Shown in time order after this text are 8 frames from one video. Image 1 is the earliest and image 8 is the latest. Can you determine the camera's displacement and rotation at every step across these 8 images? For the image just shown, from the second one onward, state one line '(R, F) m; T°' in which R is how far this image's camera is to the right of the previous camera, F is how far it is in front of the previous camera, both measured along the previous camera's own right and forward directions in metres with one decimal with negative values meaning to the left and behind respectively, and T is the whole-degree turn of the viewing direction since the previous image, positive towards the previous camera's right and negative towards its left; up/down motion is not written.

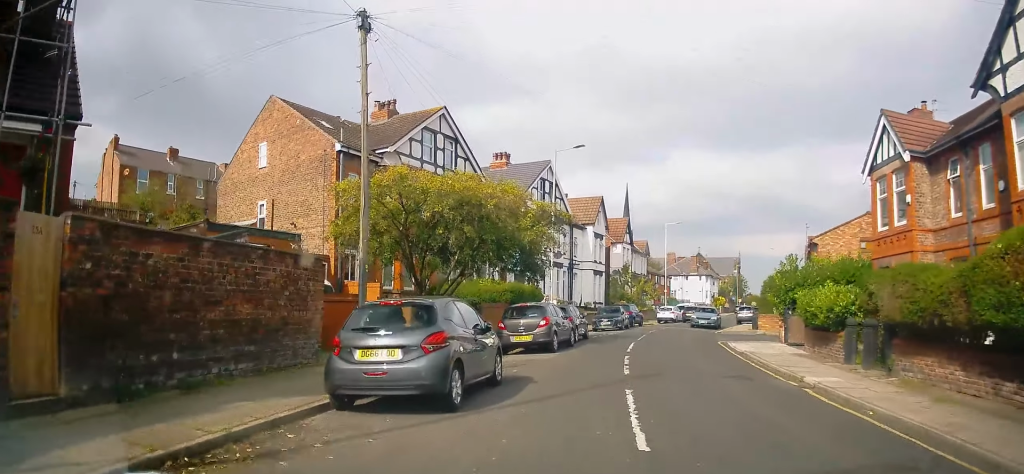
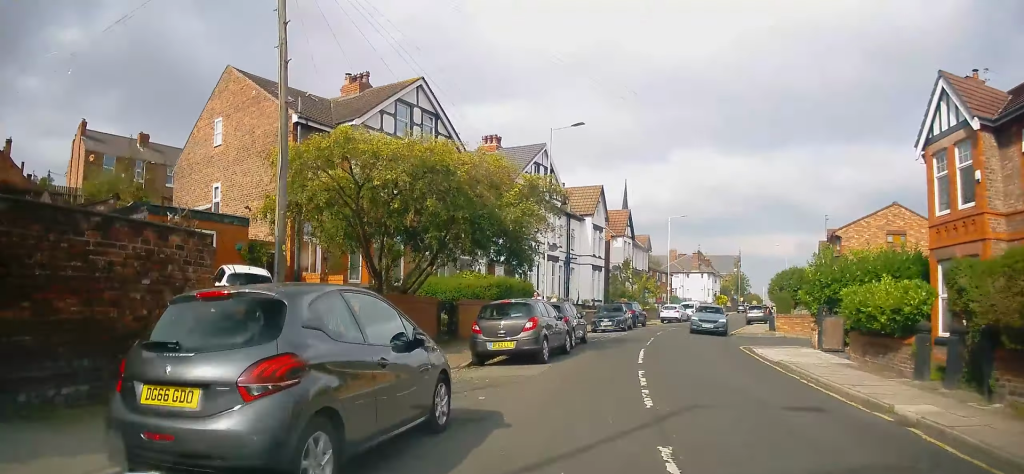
(-0.1, +3.8) m; -1°
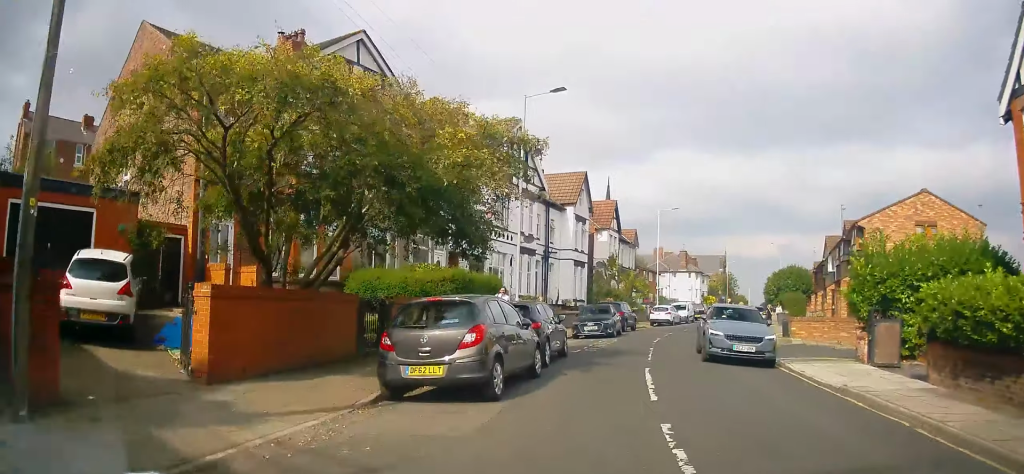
(-0.1, +5.0) m; 0°
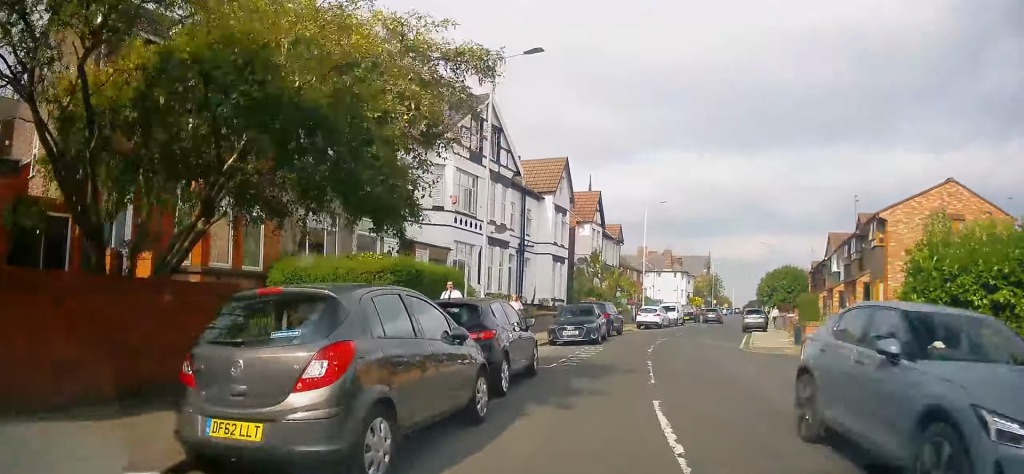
(-0.1, +4.1) m; +2°
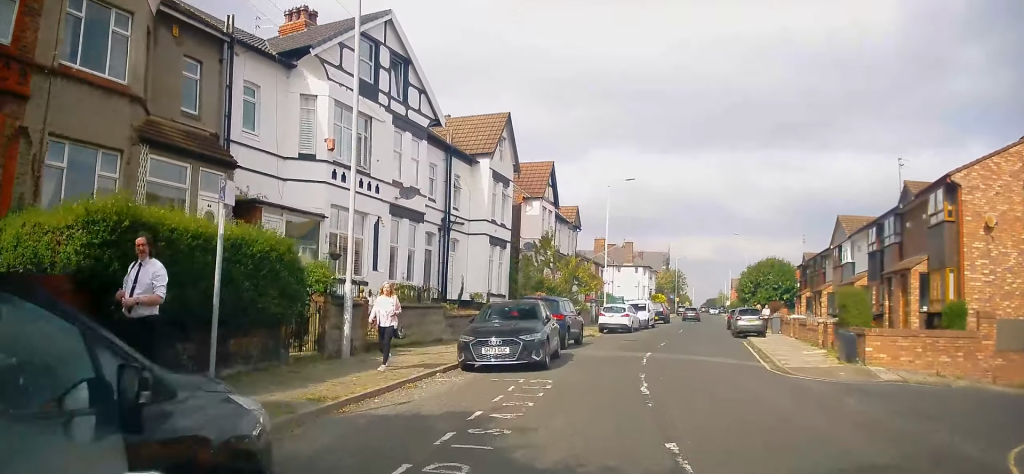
(+0.4, +8.7) m; +5°
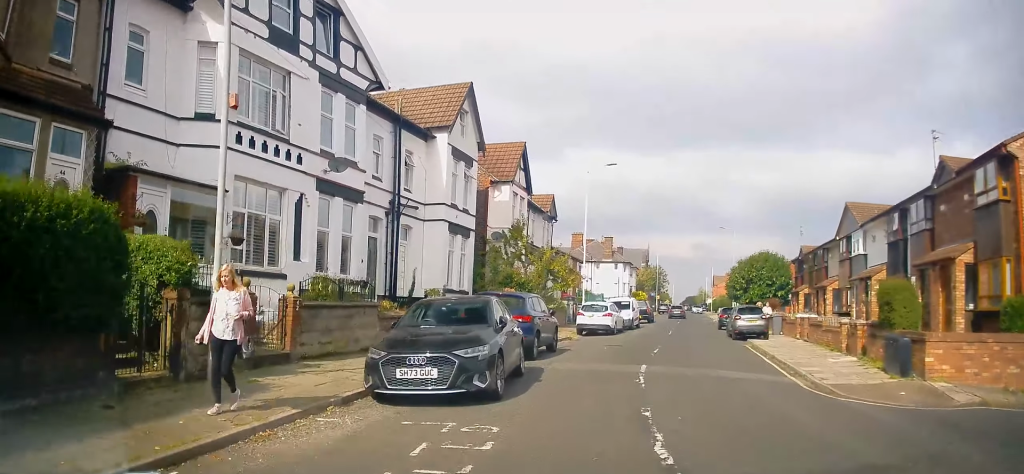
(+0.1, +4.1) m; +1°
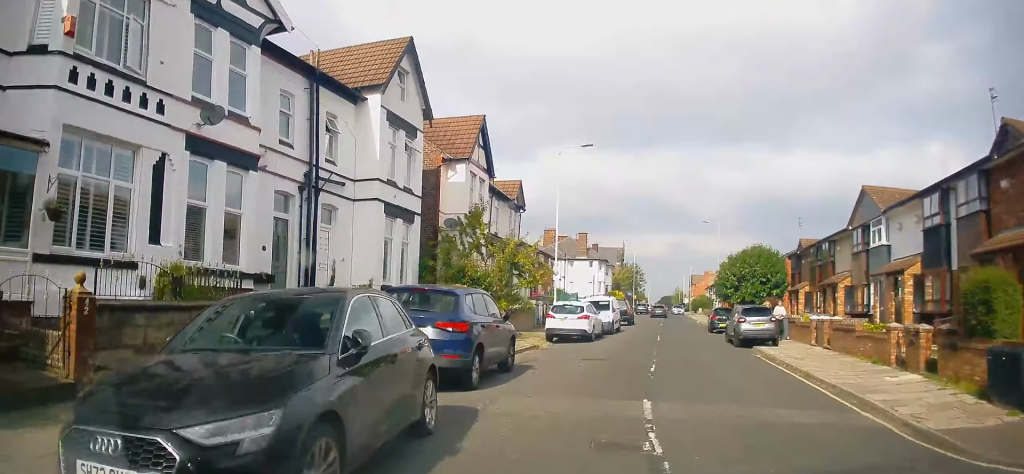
(+0.1, +4.9) m; +3°
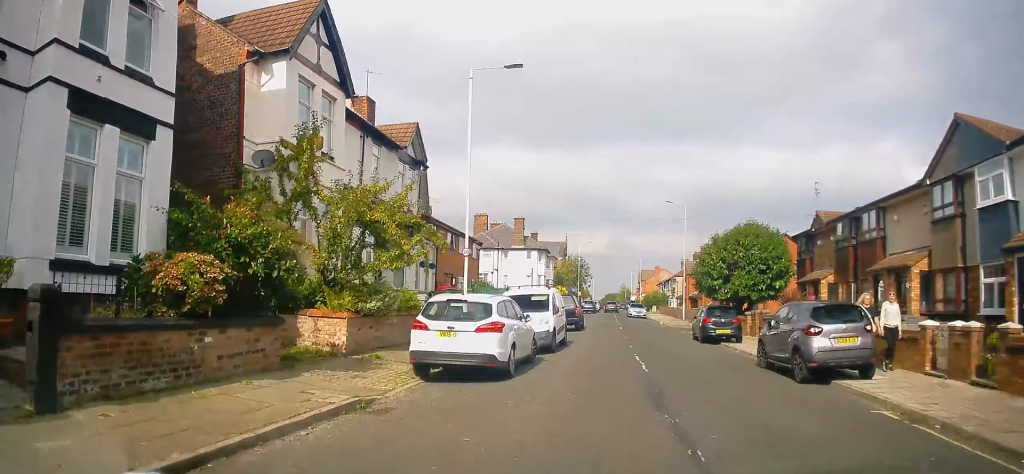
(+1.0, +11.4) m; +7°
